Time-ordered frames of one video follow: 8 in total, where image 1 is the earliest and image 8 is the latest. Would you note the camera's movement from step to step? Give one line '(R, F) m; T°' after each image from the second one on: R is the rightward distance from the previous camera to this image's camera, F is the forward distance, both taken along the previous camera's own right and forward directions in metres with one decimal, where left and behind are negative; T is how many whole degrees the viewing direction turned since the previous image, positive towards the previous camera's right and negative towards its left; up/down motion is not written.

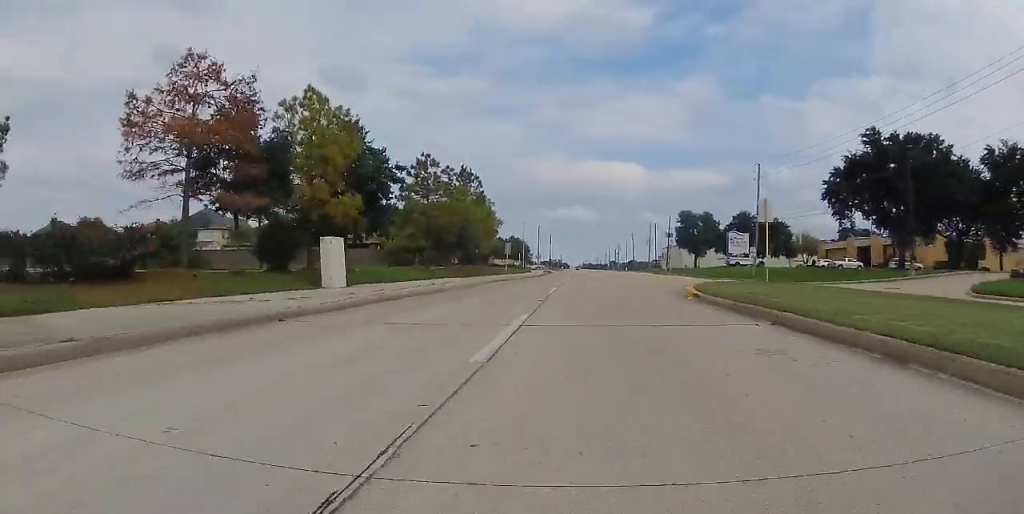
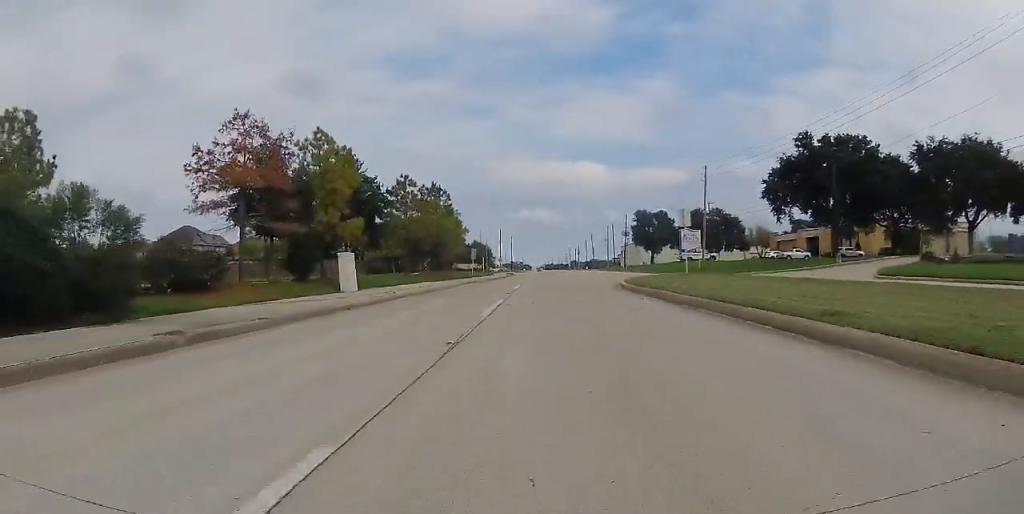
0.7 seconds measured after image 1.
(0.0, +6.0) m; +1°
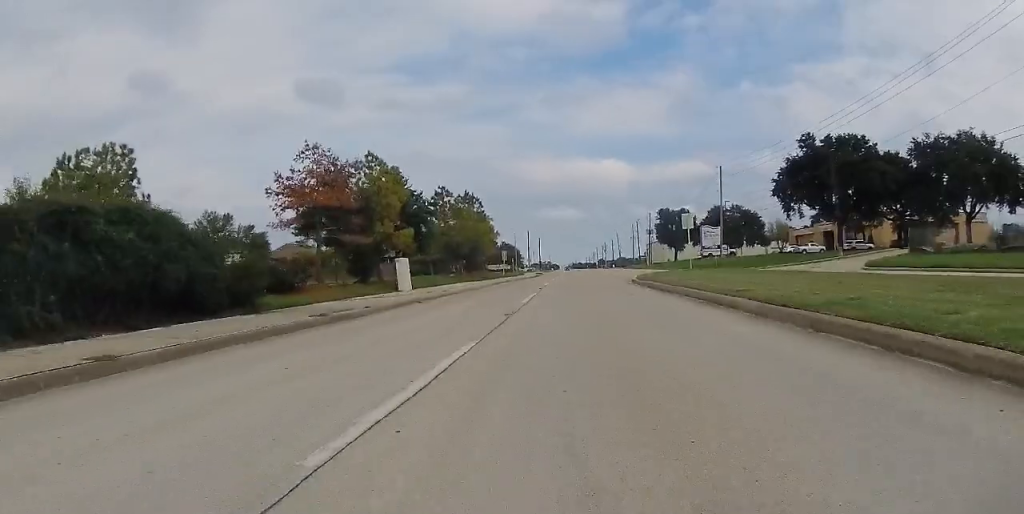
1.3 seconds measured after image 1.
(0.0, +4.9) m; 0°
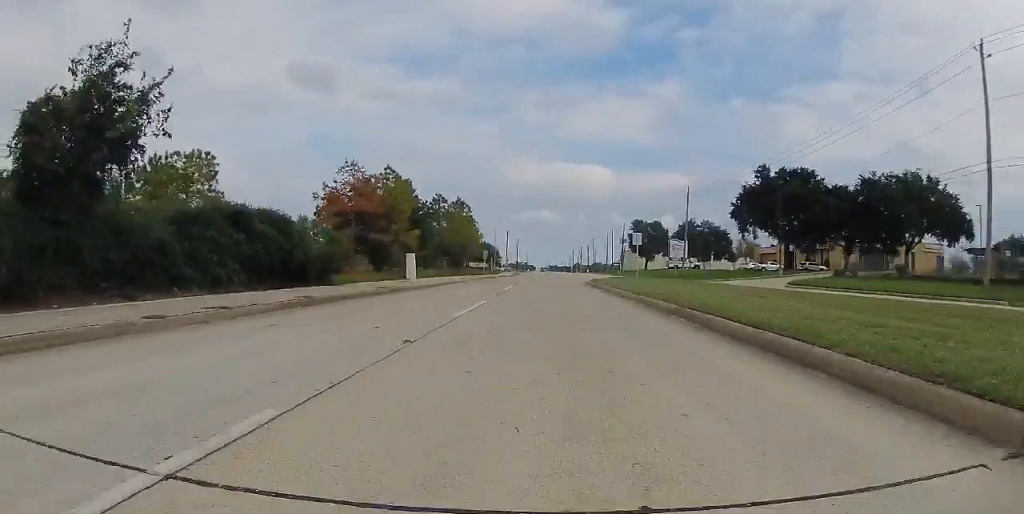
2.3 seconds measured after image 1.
(0.0, +9.1) m; 0°
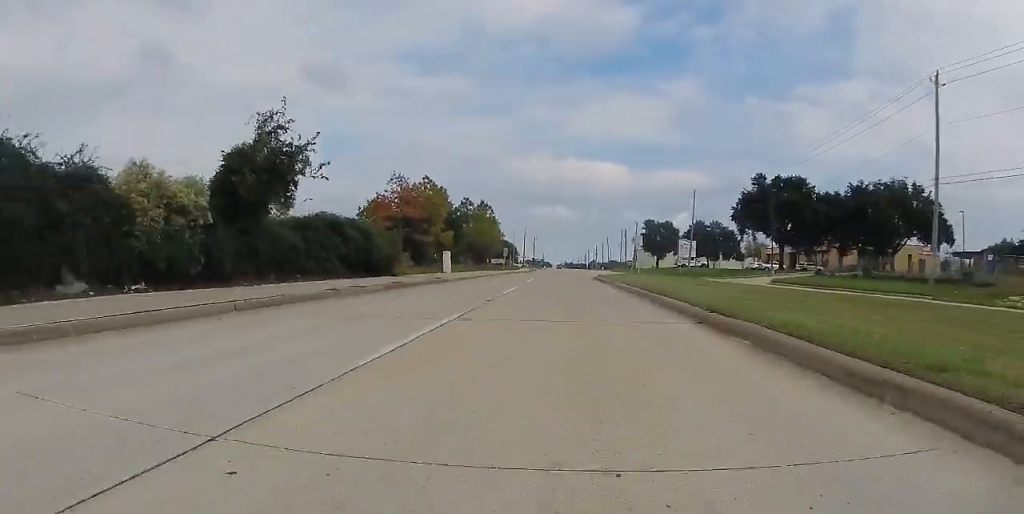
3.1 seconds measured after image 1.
(-0.2, +7.9) m; 0°
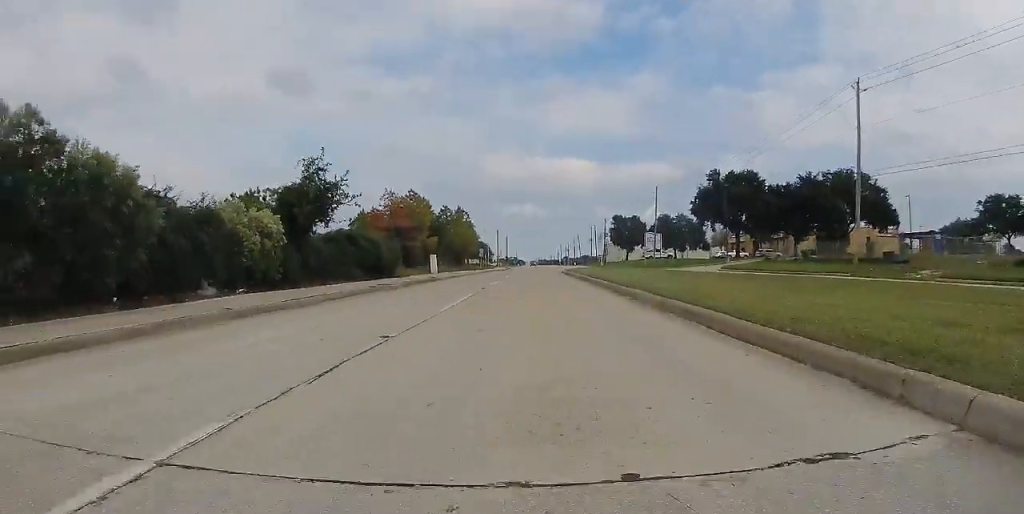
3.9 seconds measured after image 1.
(+0.2, +6.9) m; +1°
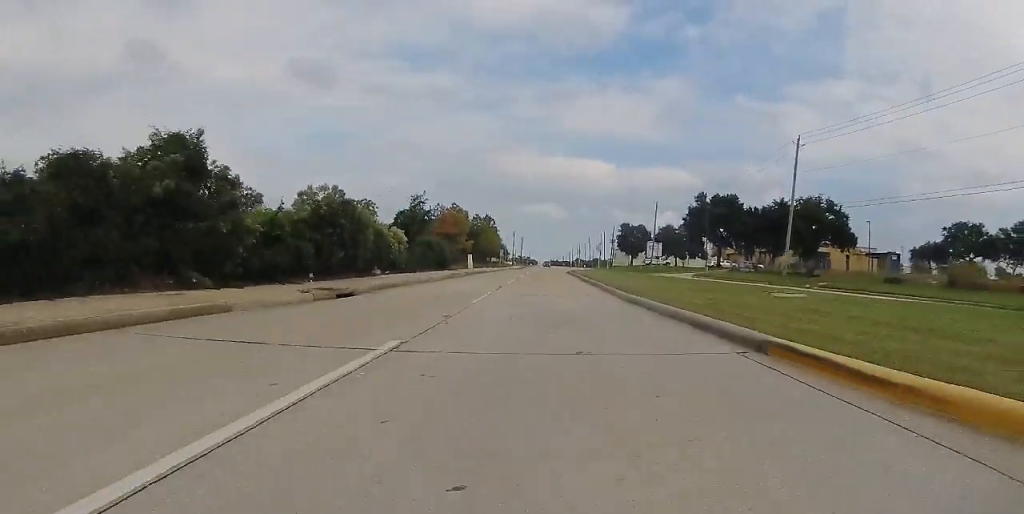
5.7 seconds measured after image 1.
(+0.2, +16.1) m; +1°
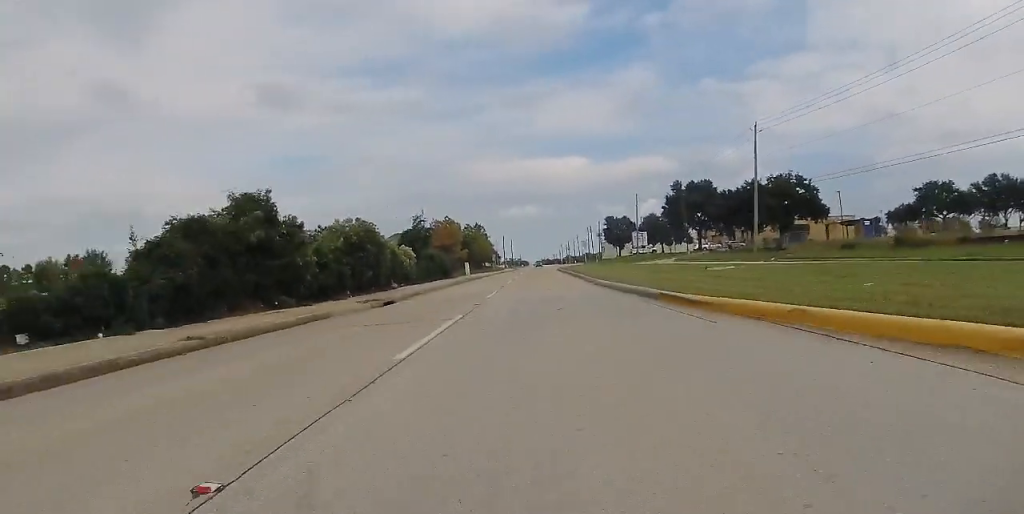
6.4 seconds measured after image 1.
(0.0, +5.3) m; 0°
